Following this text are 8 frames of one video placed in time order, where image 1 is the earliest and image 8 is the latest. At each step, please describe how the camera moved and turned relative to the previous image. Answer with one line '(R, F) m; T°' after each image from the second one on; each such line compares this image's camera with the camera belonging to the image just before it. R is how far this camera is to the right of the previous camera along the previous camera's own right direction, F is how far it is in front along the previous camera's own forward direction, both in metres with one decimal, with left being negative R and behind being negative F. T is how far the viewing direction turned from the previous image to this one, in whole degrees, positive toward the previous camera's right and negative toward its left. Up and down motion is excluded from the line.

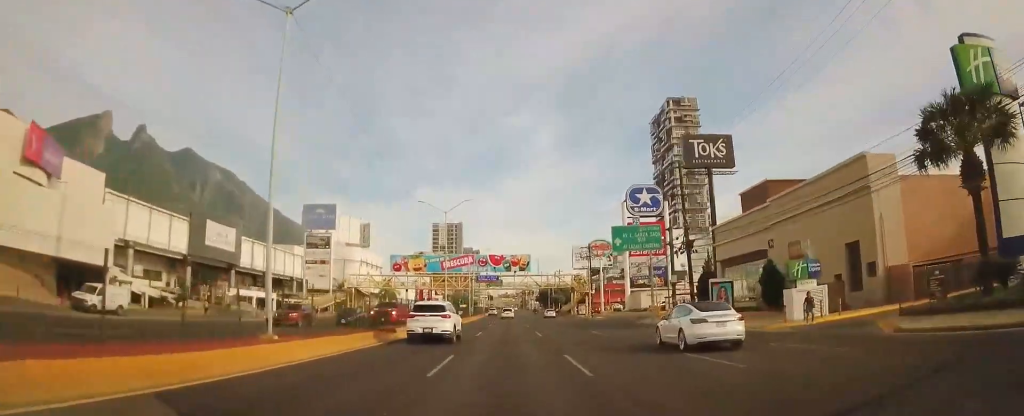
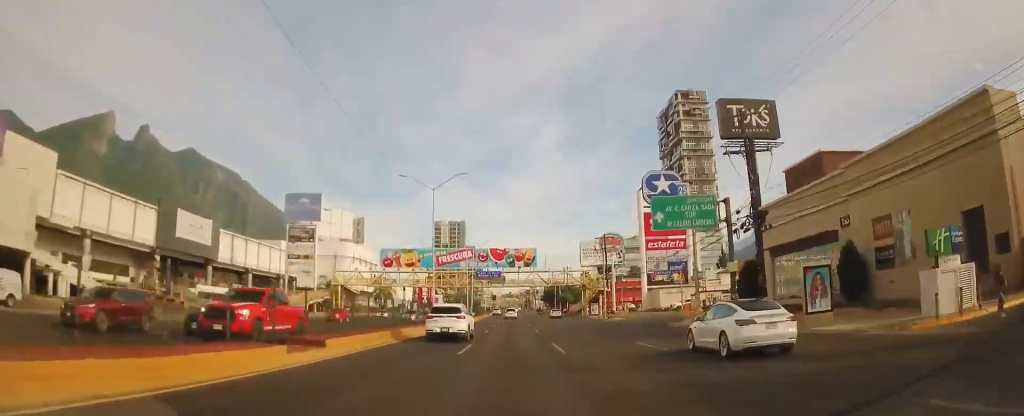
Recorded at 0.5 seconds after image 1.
(+0.2, +10.6) m; 0°
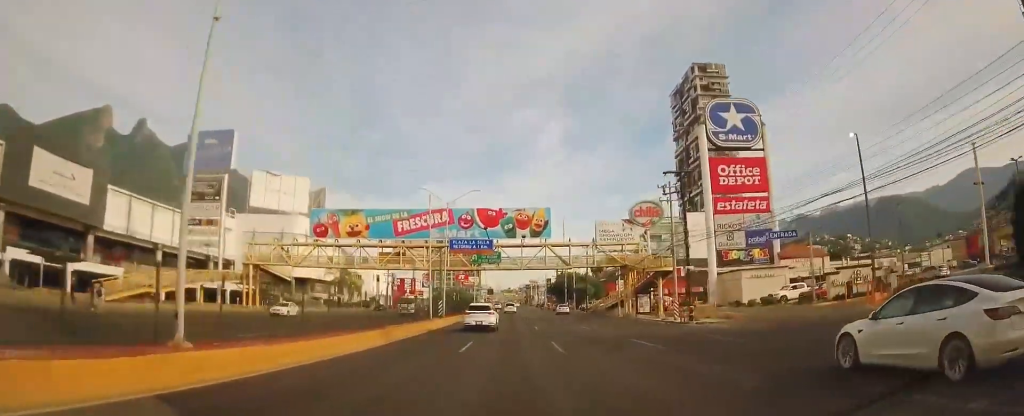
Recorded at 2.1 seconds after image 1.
(-0.2, +32.6) m; -1°
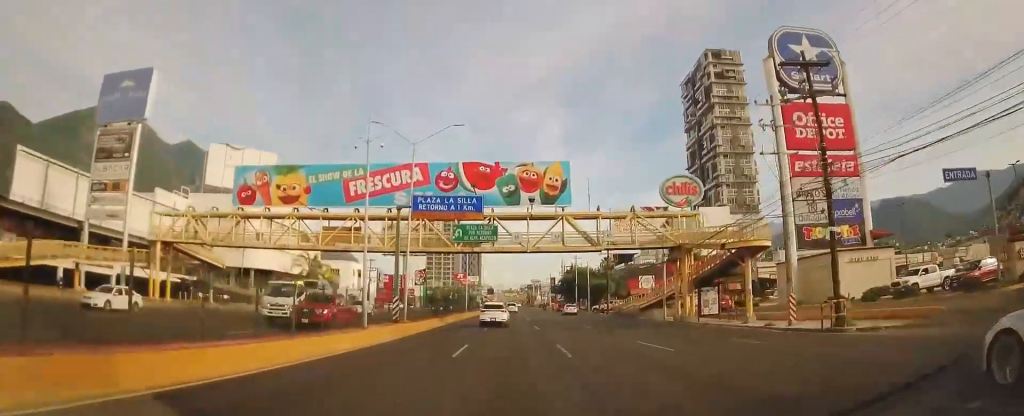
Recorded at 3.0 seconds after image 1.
(0.0, +18.2) m; 0°
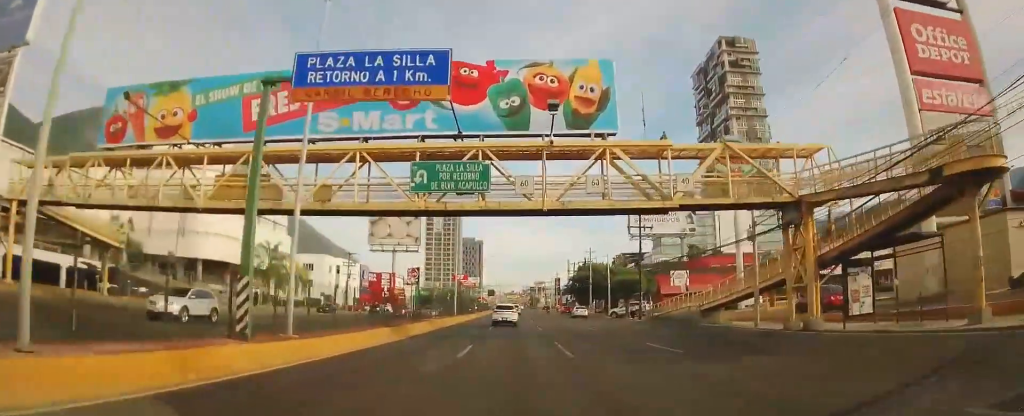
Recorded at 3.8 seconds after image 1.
(0.0, +16.7) m; 0°
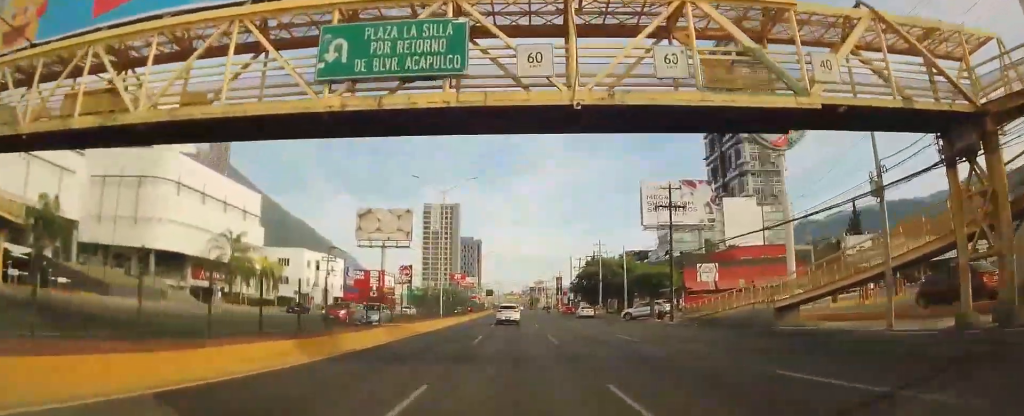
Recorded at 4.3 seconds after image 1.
(0.0, +10.7) m; 0°
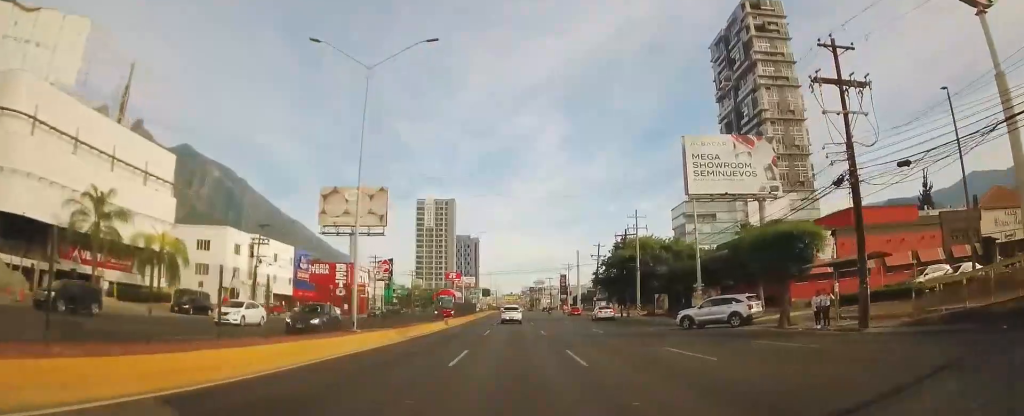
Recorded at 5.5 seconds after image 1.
(-0.2, +24.4) m; 0°
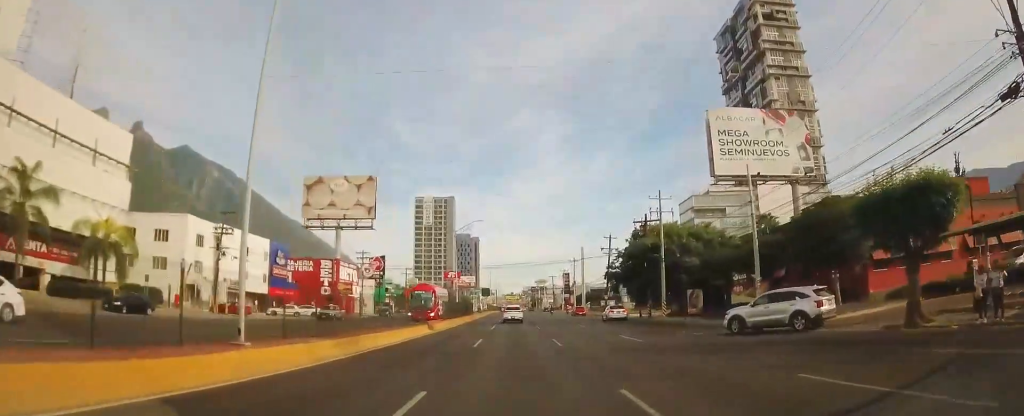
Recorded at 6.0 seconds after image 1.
(0.0, +9.0) m; 0°
